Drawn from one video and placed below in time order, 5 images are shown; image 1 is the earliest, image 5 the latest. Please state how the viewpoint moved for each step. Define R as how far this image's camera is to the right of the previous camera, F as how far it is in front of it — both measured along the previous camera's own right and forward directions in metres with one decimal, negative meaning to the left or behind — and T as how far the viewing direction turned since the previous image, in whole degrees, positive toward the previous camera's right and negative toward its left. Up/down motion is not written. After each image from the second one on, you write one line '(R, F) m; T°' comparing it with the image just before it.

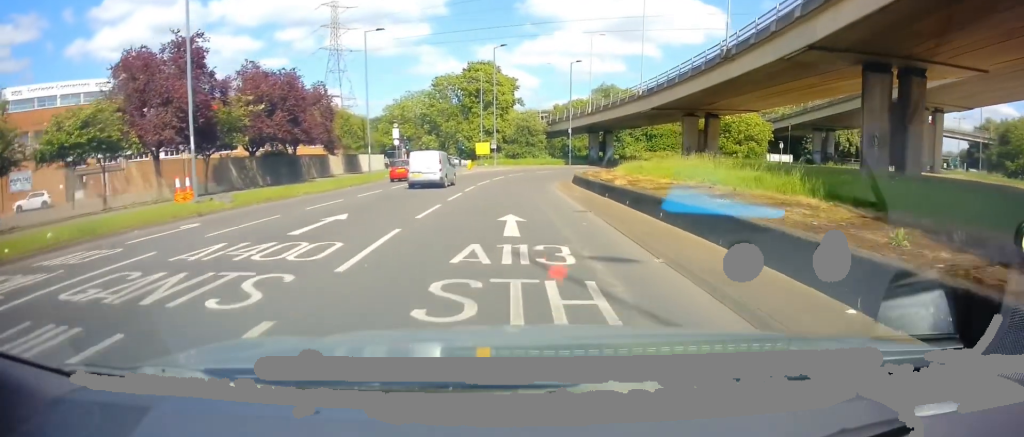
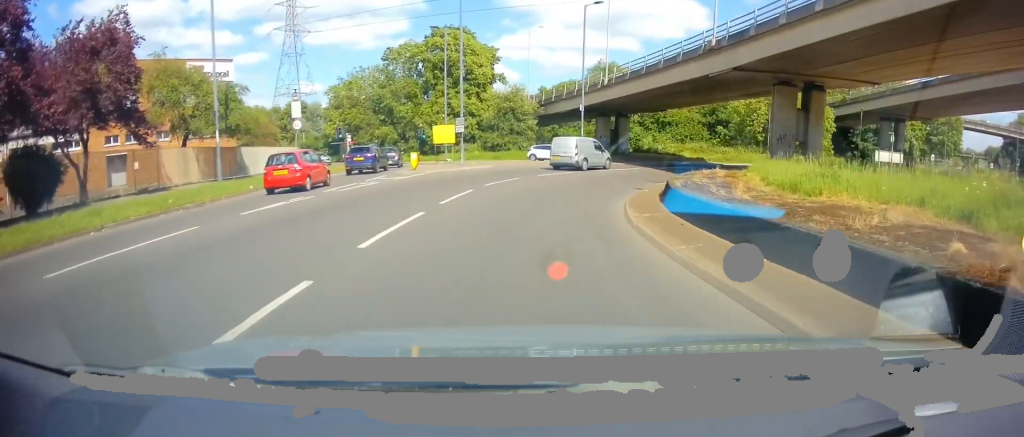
(-0.6, +22.5) m; 0°
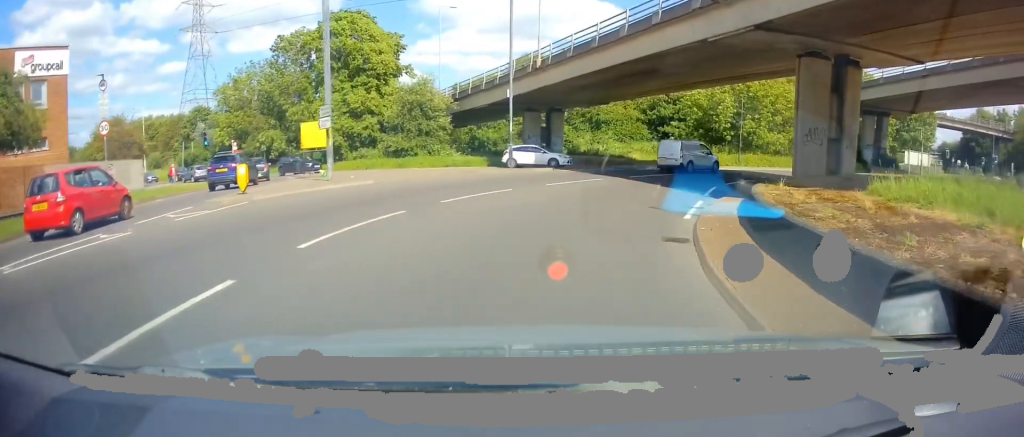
(+0.6, +12.2) m; +8°
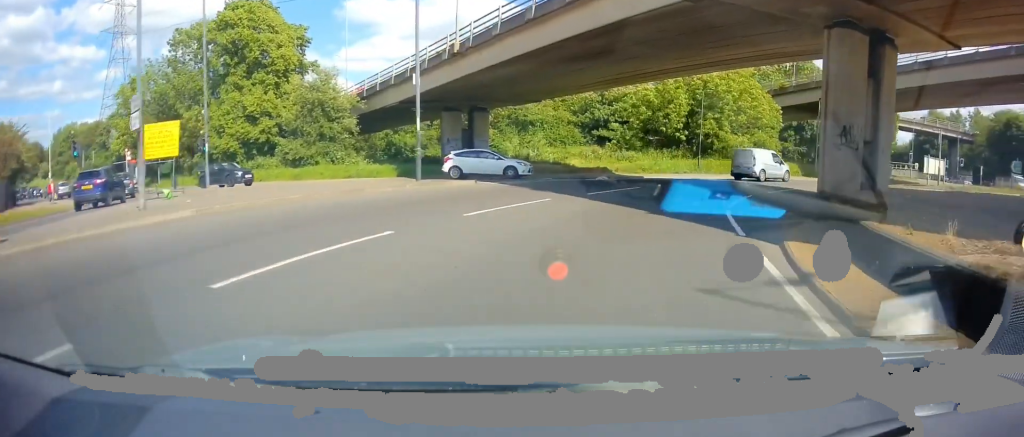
(+0.5, +7.9) m; +4°
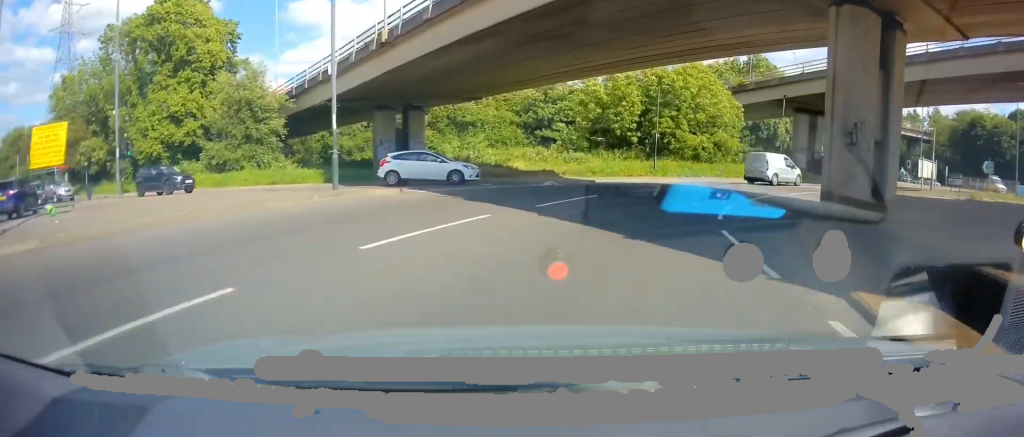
(+0.1, +3.6) m; +2°
